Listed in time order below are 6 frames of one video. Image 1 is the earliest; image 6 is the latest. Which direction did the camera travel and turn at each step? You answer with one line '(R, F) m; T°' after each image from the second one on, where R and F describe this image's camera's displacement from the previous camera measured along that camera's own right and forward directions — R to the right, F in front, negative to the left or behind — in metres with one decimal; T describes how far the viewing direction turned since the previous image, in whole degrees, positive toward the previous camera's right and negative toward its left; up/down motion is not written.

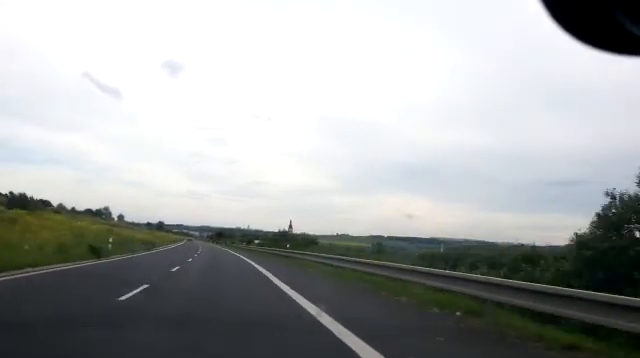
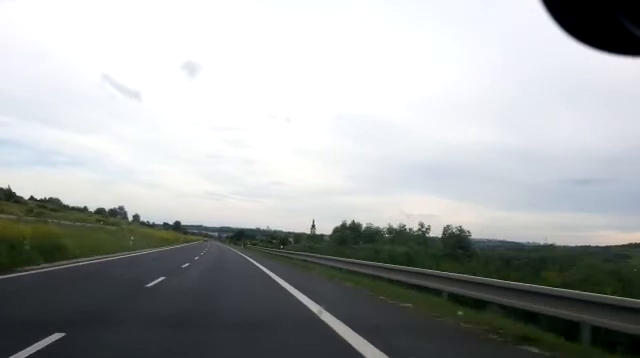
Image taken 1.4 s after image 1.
(-0.5, +33.9) m; -3°
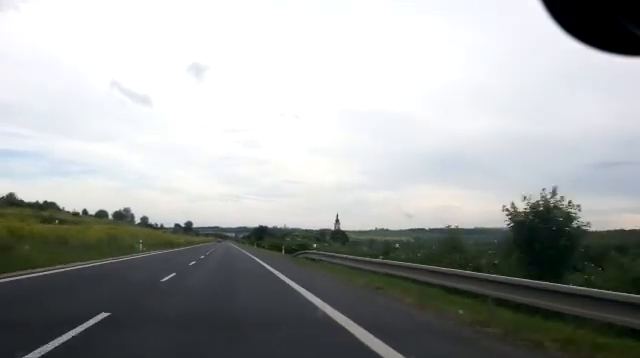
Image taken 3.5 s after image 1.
(-2.3, +53.0) m; -3°
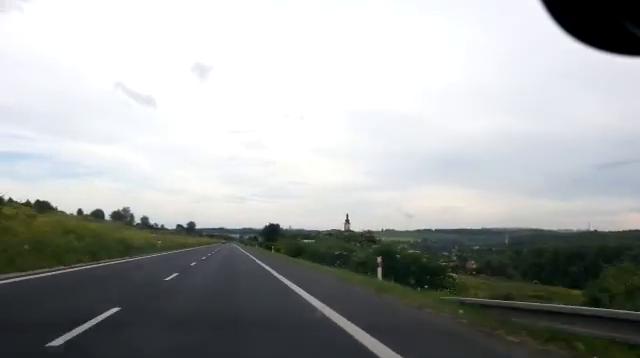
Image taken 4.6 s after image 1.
(+0.2, +26.6) m; +1°
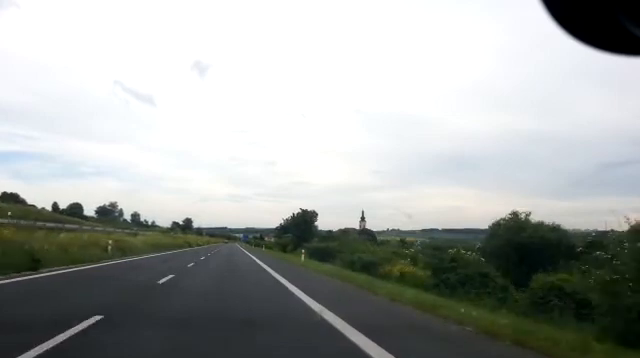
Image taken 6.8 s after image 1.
(-0.4, +56.2) m; -1°
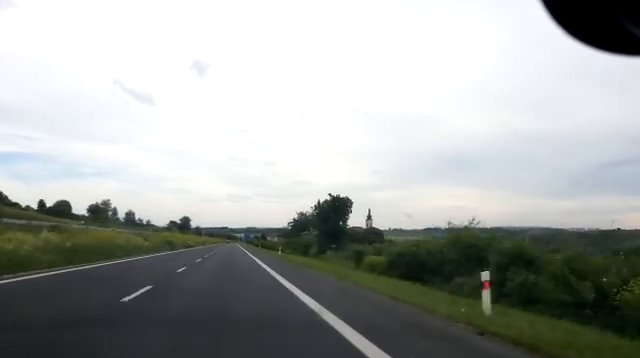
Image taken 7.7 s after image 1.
(0.0, +22.7) m; 0°
